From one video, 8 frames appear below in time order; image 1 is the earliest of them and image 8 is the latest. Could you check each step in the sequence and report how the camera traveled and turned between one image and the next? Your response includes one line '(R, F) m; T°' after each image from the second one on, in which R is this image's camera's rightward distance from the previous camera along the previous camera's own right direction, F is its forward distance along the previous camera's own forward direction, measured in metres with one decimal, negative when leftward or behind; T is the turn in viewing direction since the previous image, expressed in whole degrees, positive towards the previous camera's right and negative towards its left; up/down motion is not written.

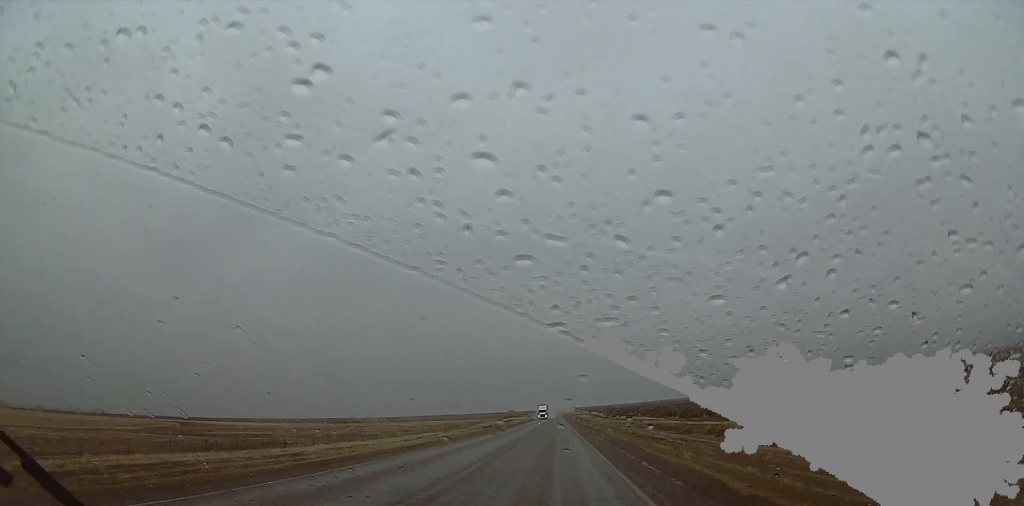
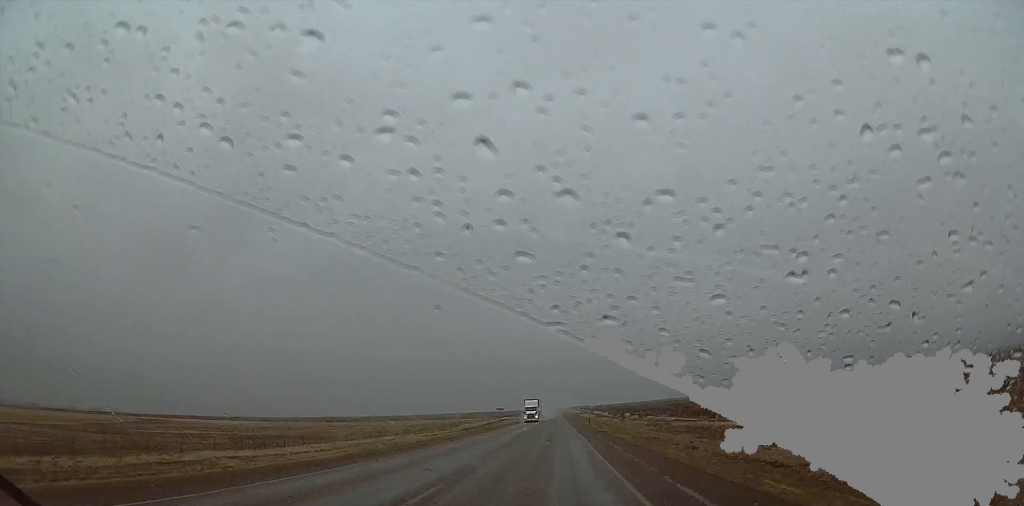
(+0.9, +30.7) m; +1°
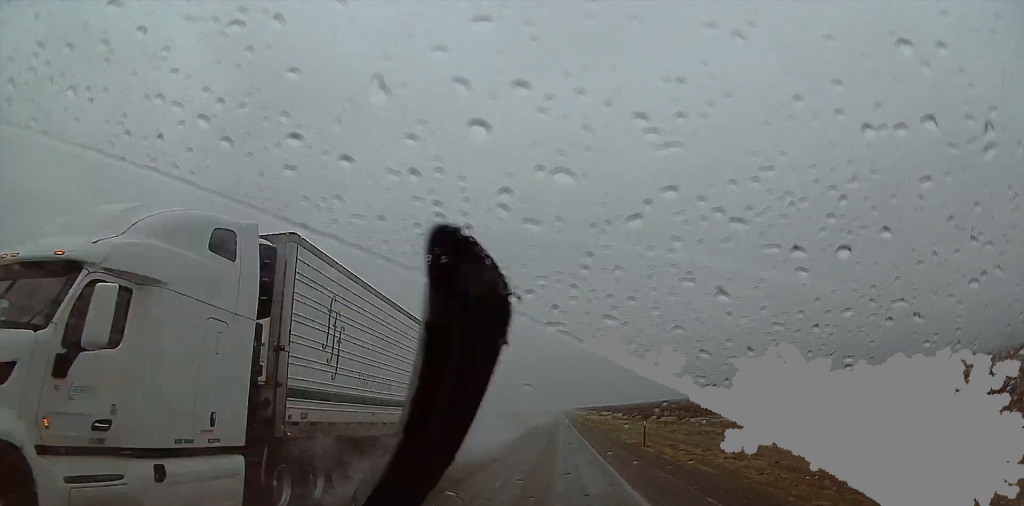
(-1.2, +49.7) m; 0°
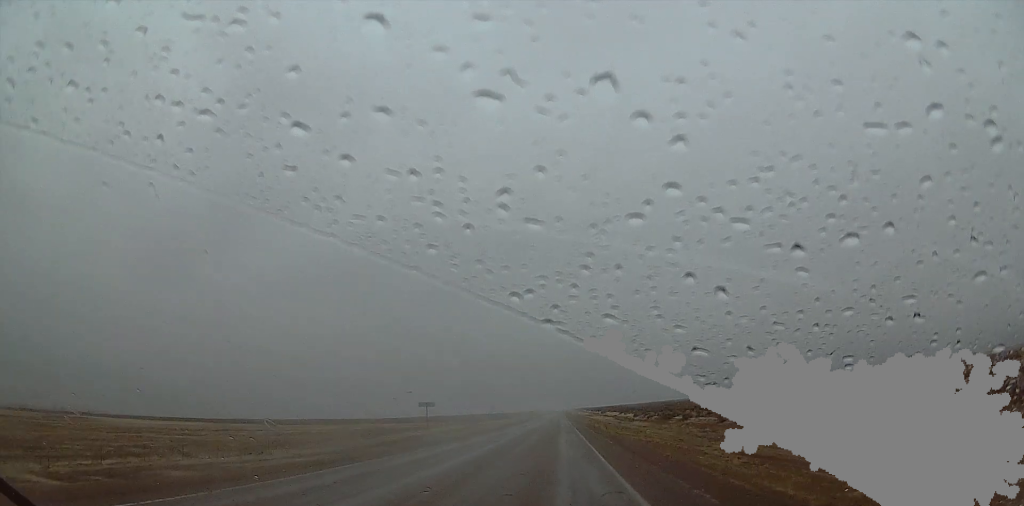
(+0.8, +26.9) m; +1°
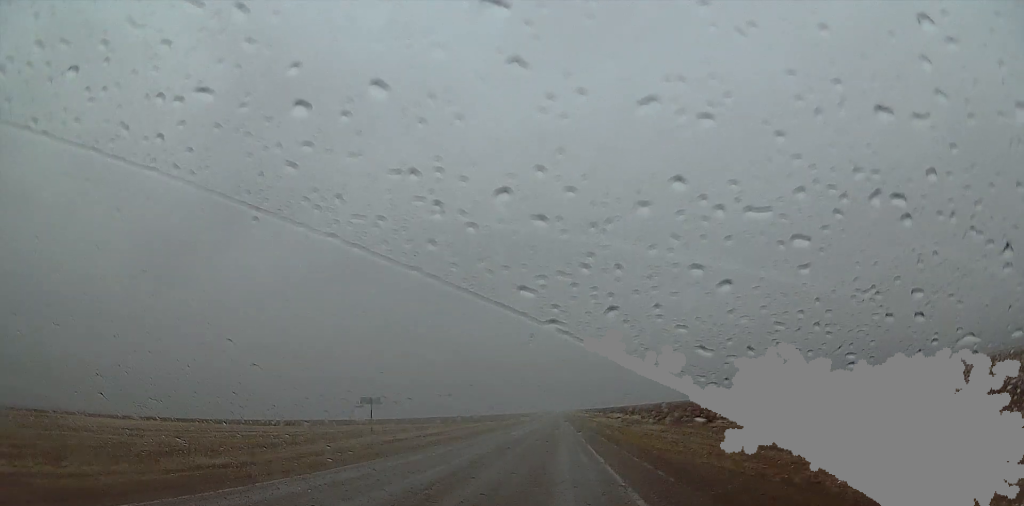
(+0.1, +17.3) m; -1°
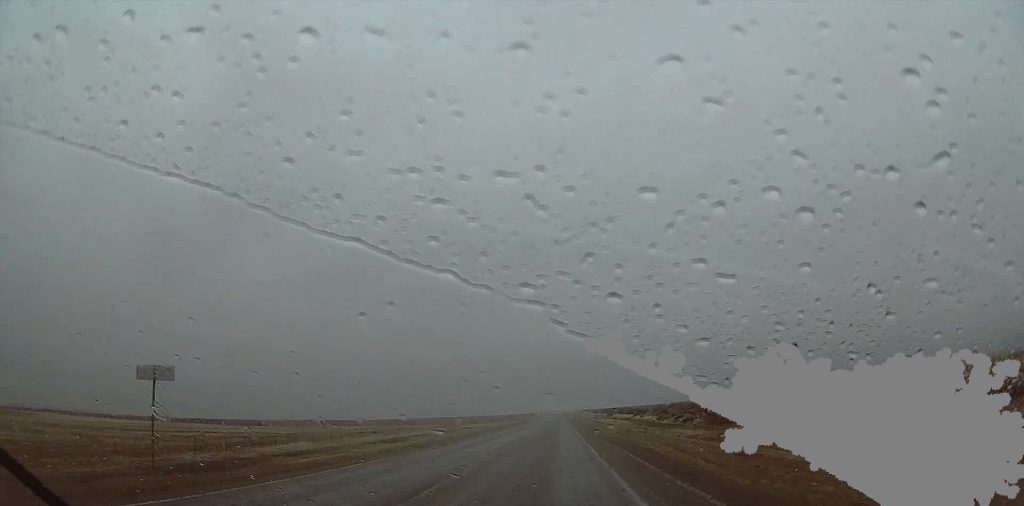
(-1.1, +24.5) m; 0°
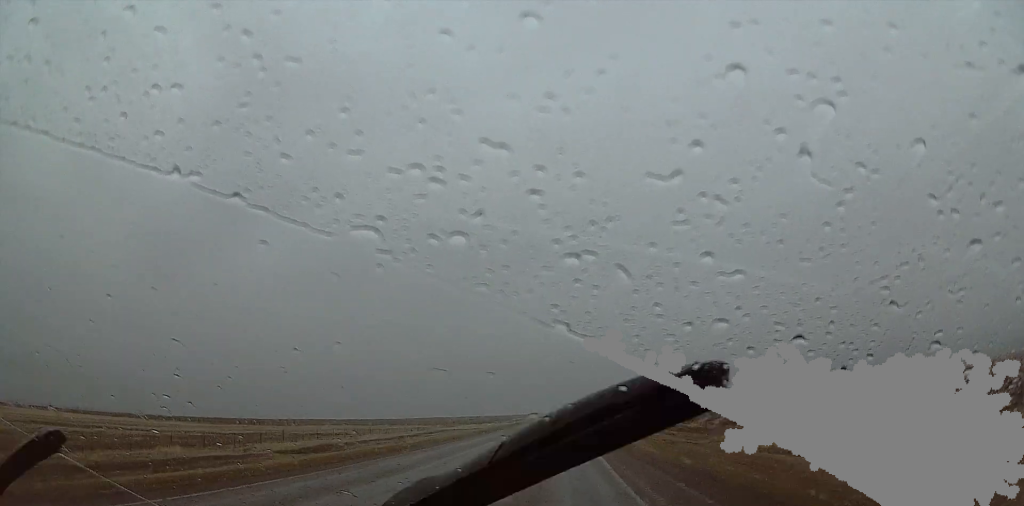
(+1.0, +22.7) m; 0°
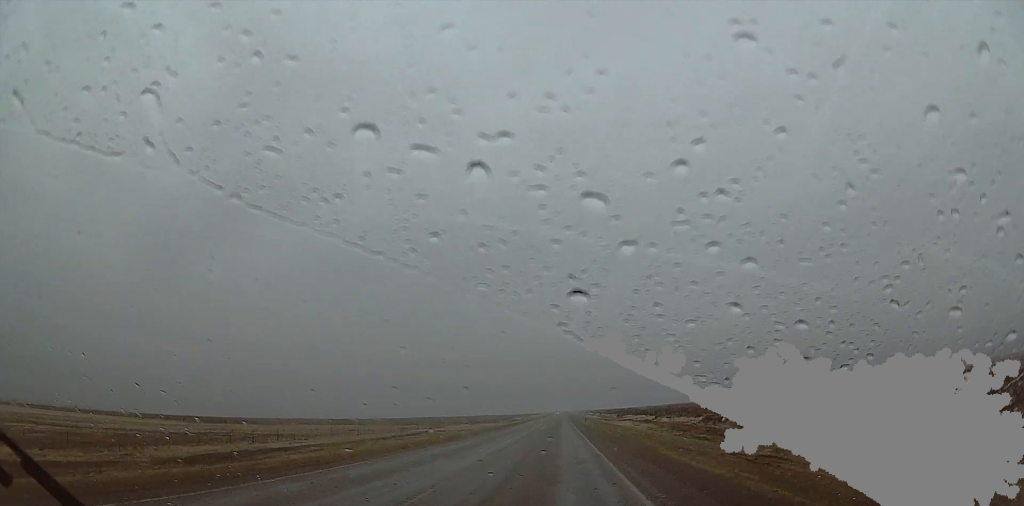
(-0.4, +15.8) m; 0°
